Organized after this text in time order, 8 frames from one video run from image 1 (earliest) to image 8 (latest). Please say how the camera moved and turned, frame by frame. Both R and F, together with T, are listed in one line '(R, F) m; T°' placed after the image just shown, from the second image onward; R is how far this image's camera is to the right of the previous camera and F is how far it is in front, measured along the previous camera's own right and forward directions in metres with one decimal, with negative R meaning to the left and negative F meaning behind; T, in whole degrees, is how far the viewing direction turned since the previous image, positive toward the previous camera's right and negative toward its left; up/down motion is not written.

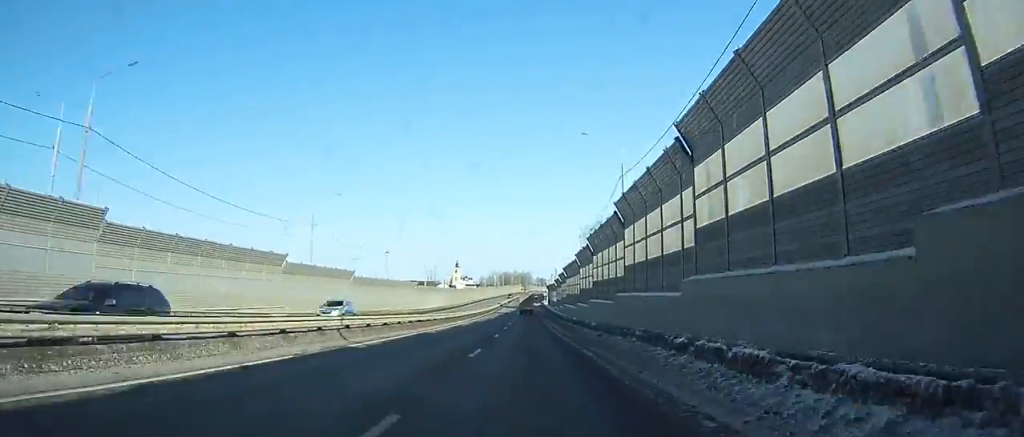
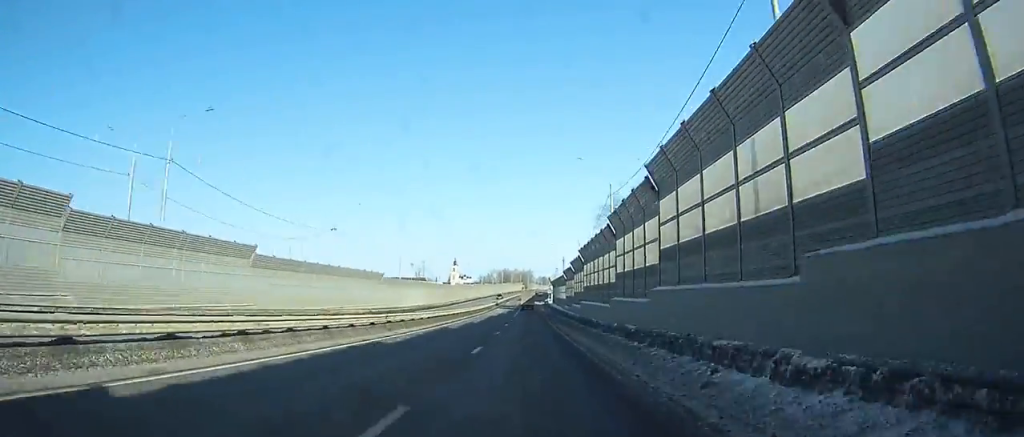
(+0.1, +23.7) m; 0°
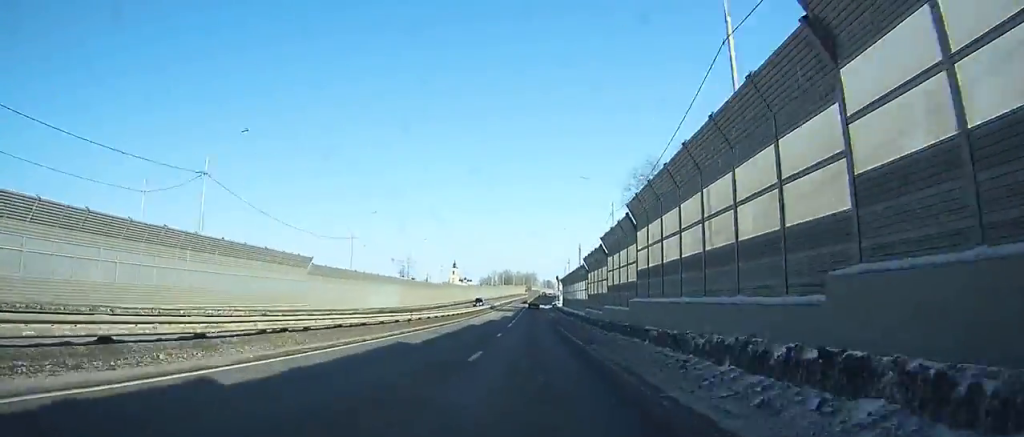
(+0.1, +25.7) m; 0°
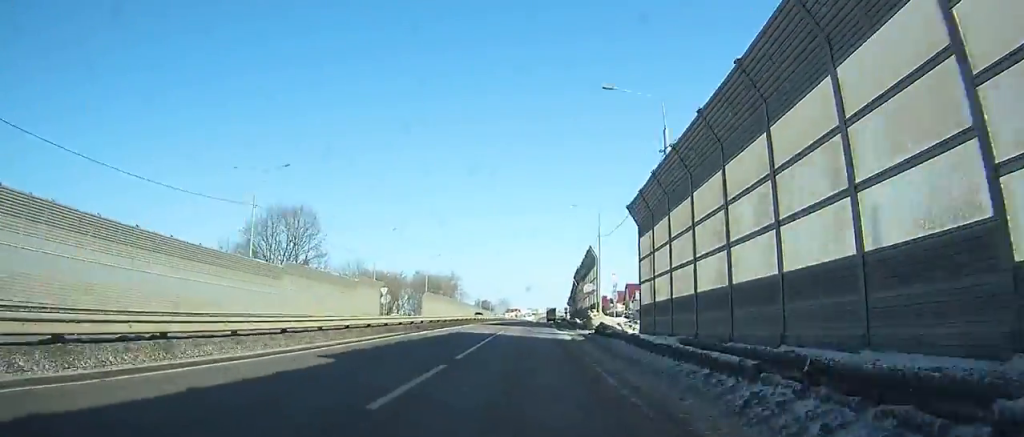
(+7.2, +229.5) m; +6°
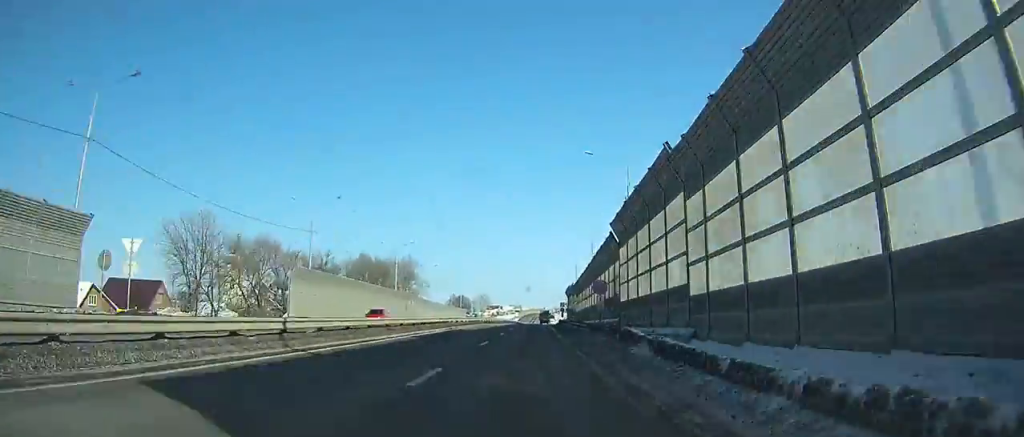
(+1.0, +47.8) m; +2°
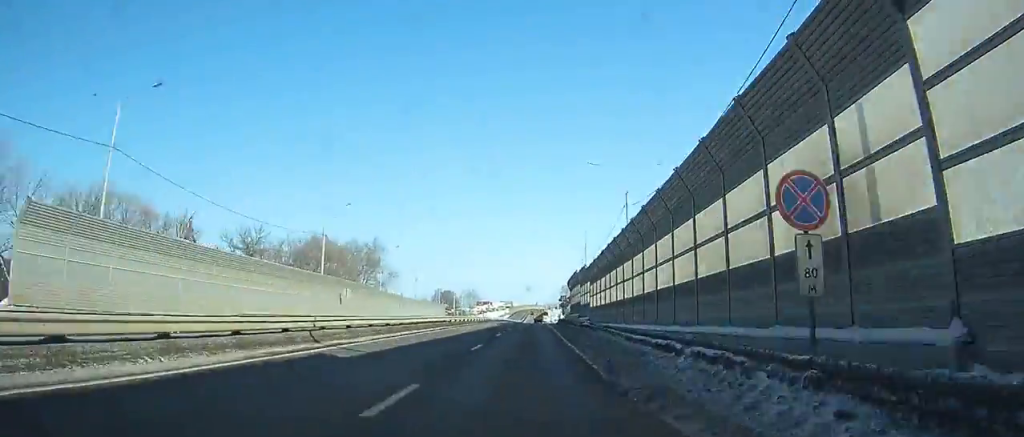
(+0.2, +27.7) m; +1°
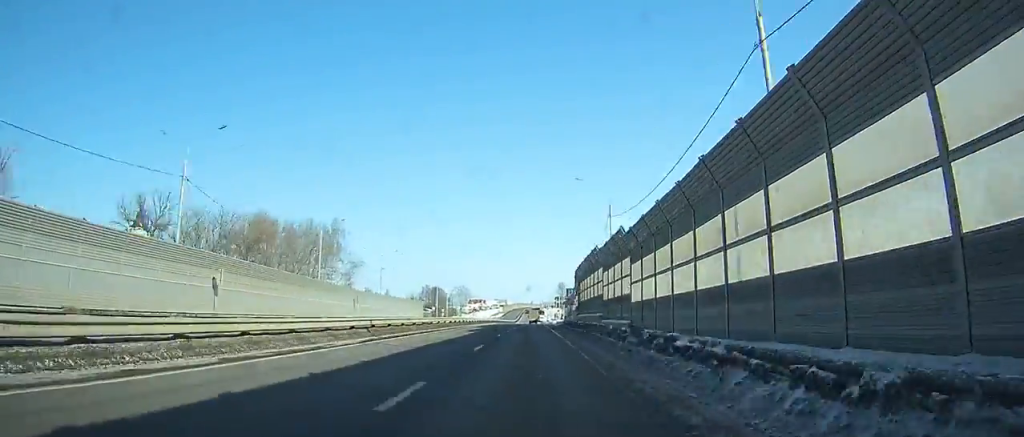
(+0.3, +23.5) m; 0°
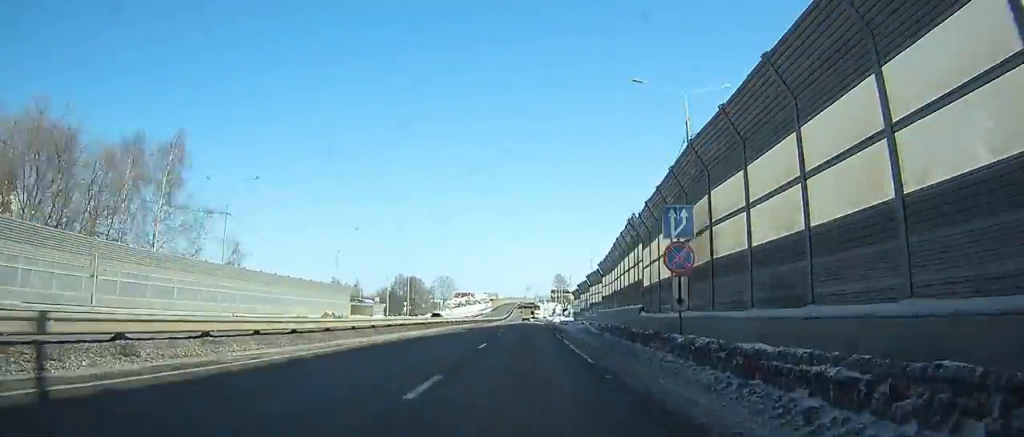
(+0.3, +46.8) m; 0°
